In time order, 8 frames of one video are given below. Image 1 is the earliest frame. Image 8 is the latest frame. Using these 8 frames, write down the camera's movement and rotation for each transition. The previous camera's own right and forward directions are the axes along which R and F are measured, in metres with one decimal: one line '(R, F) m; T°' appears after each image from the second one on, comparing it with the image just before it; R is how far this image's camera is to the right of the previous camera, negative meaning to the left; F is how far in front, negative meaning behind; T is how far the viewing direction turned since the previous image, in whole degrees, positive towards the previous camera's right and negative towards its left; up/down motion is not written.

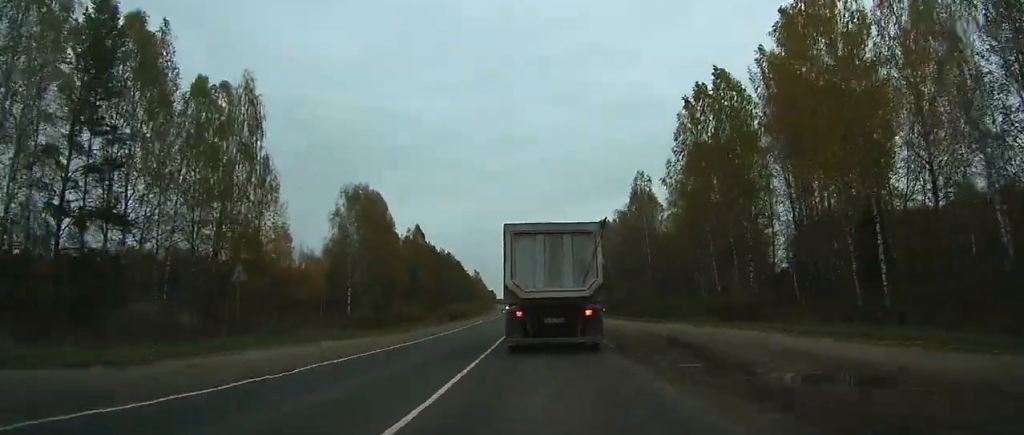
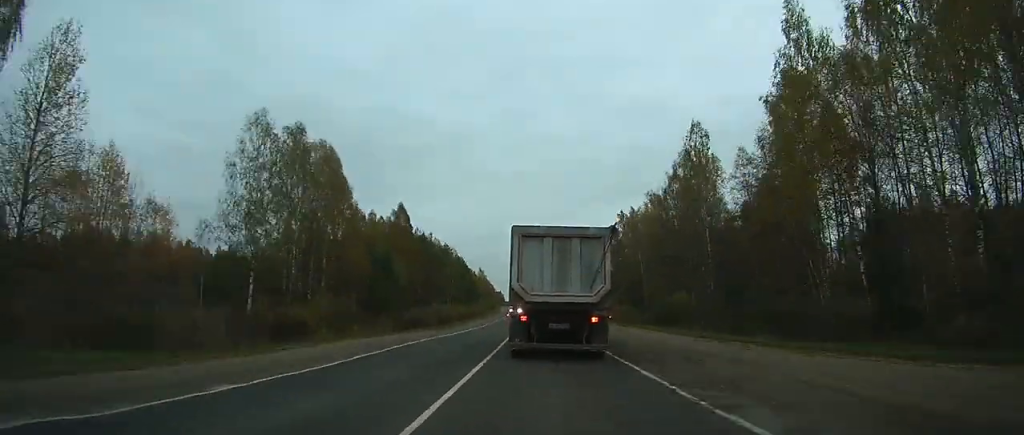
(-0.3, +27.8) m; 0°
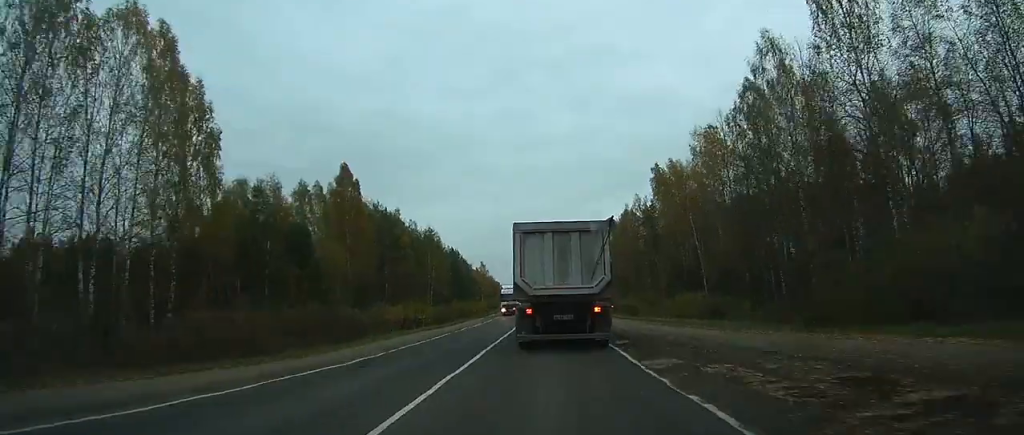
(+0.2, +35.6) m; -2°
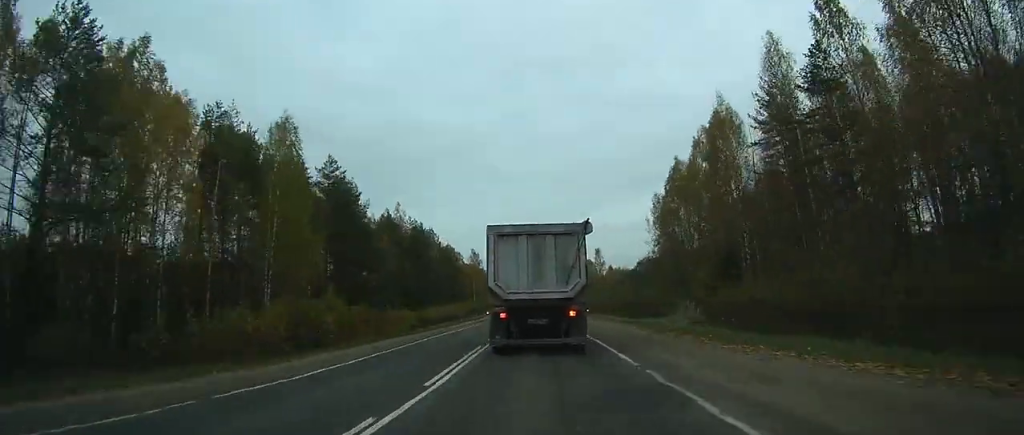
(-2.4, +70.9) m; -2°
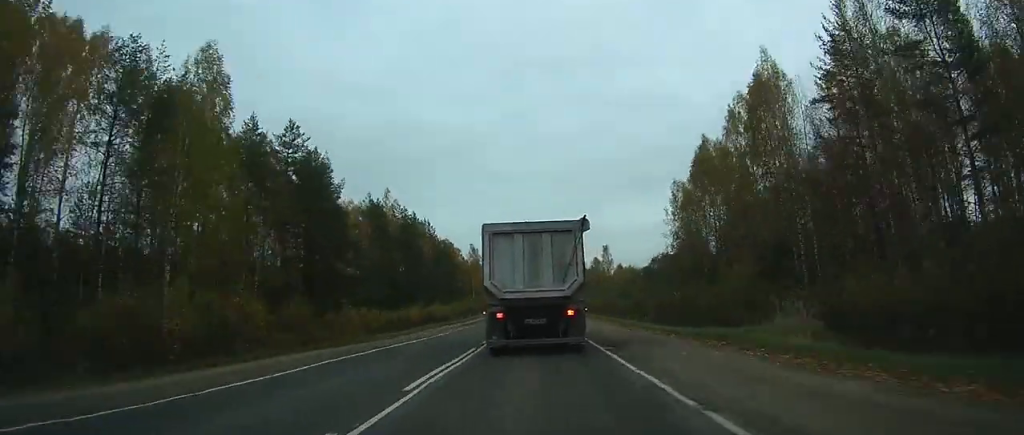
(0.0, +13.0) m; 0°
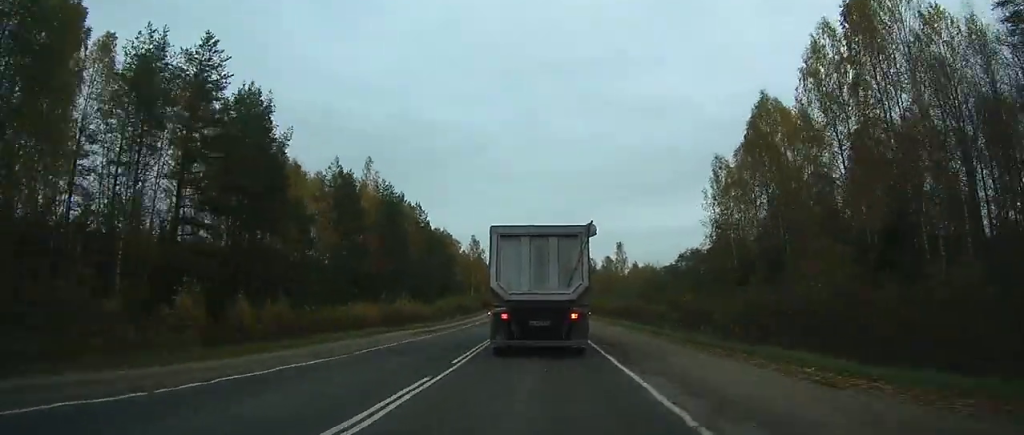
(+0.1, +20.4) m; -1°
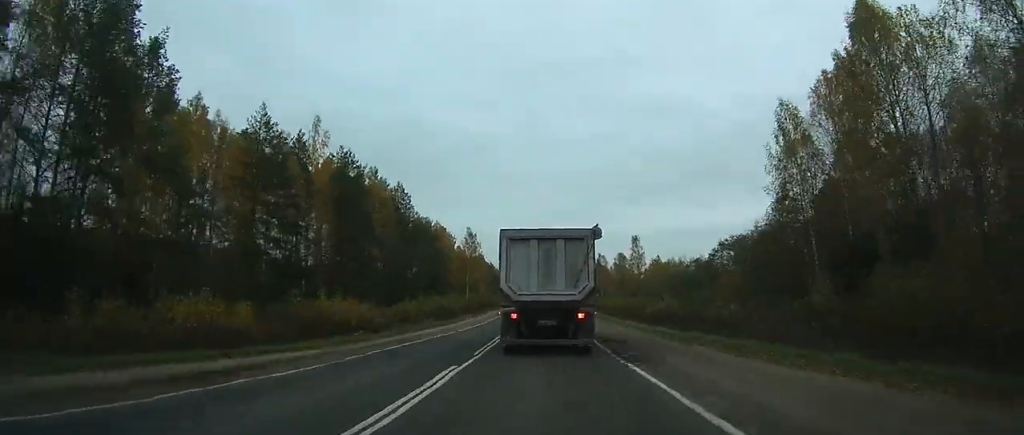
(-0.2, +22.8) m; -1°
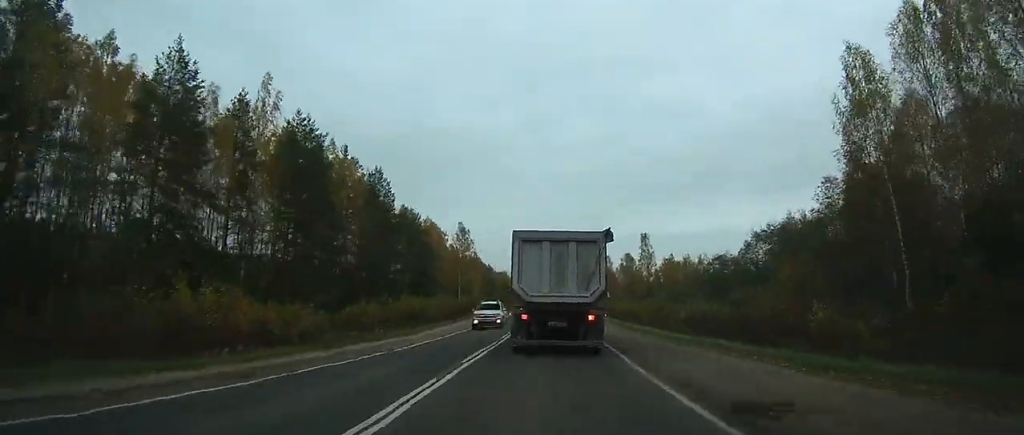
(-0.1, +14.8) m; 0°
